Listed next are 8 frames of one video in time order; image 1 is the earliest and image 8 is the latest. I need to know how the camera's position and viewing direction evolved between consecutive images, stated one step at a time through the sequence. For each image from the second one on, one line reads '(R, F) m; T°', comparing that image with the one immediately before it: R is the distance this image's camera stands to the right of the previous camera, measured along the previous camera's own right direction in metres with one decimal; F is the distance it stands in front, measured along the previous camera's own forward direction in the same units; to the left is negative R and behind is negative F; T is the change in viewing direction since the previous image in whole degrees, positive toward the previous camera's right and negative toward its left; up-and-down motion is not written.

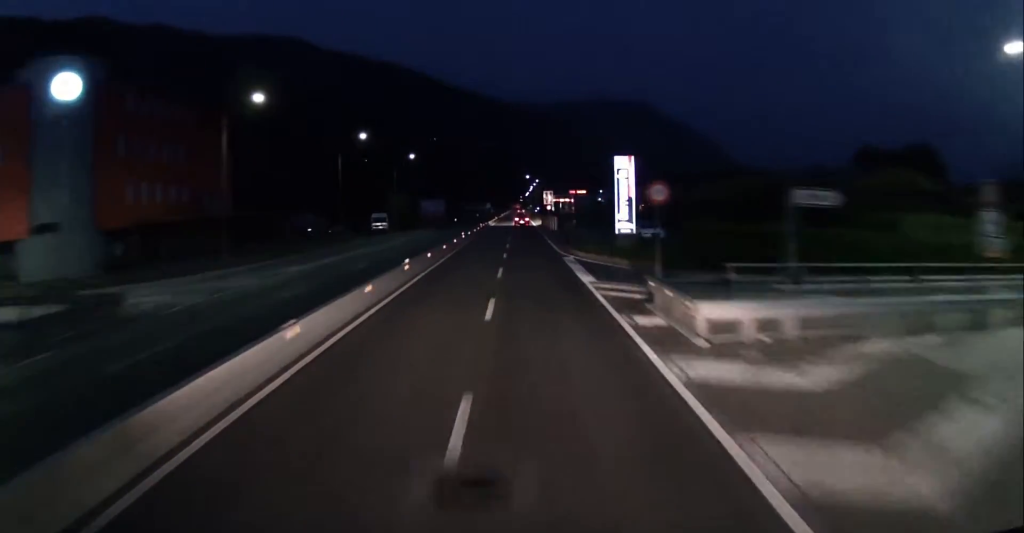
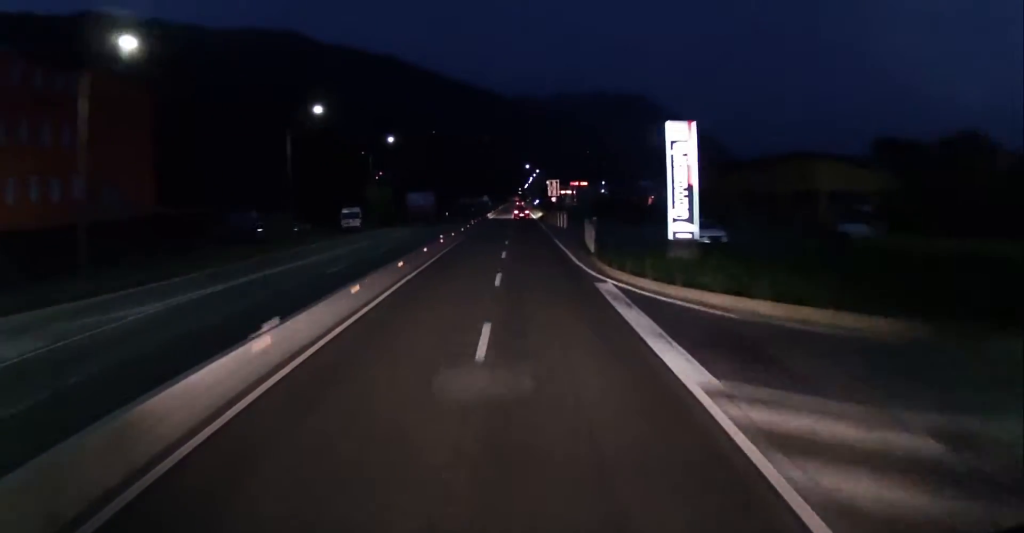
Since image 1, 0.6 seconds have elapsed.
(0.0, +14.3) m; 0°
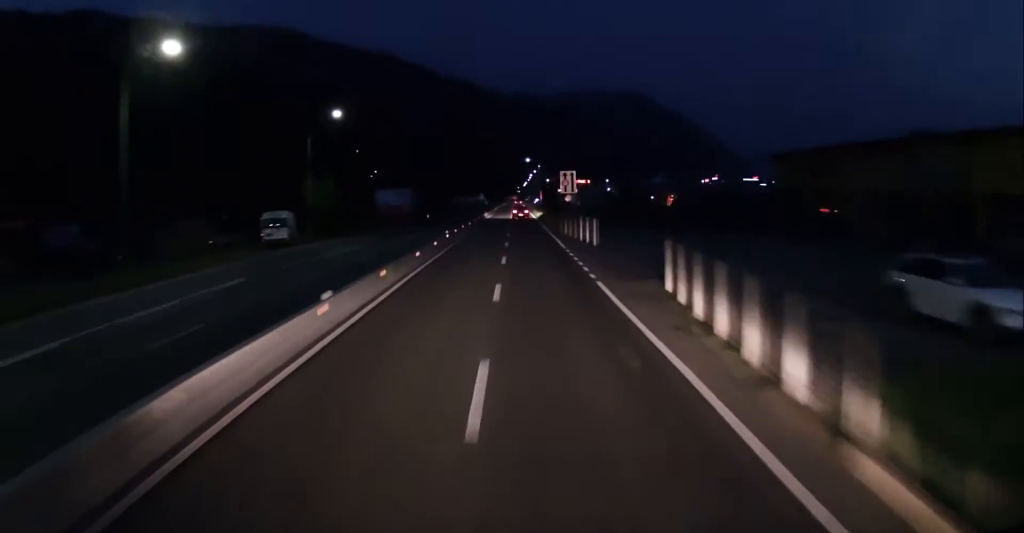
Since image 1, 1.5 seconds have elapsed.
(0.0, +22.2) m; 0°
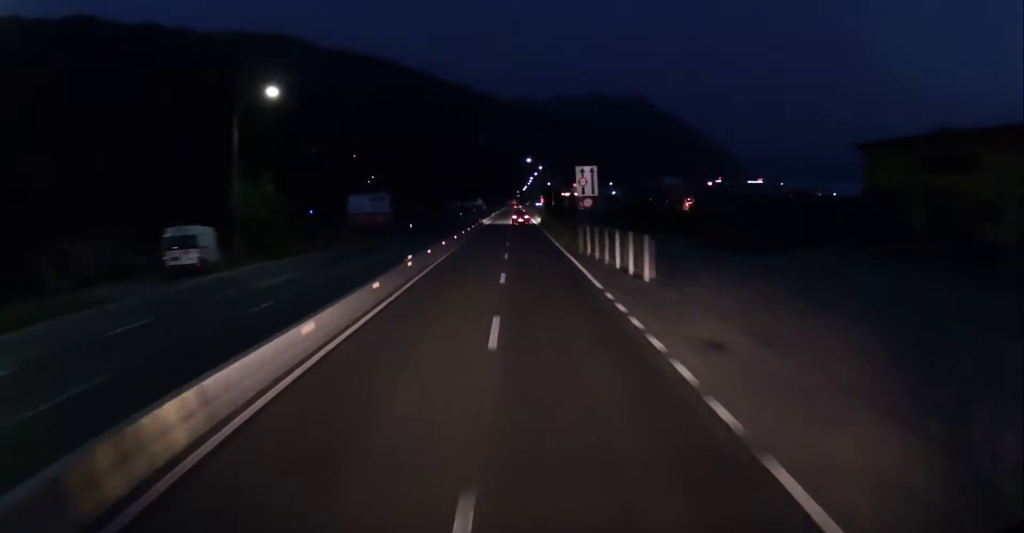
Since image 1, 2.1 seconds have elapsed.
(-0.1, +14.2) m; 0°
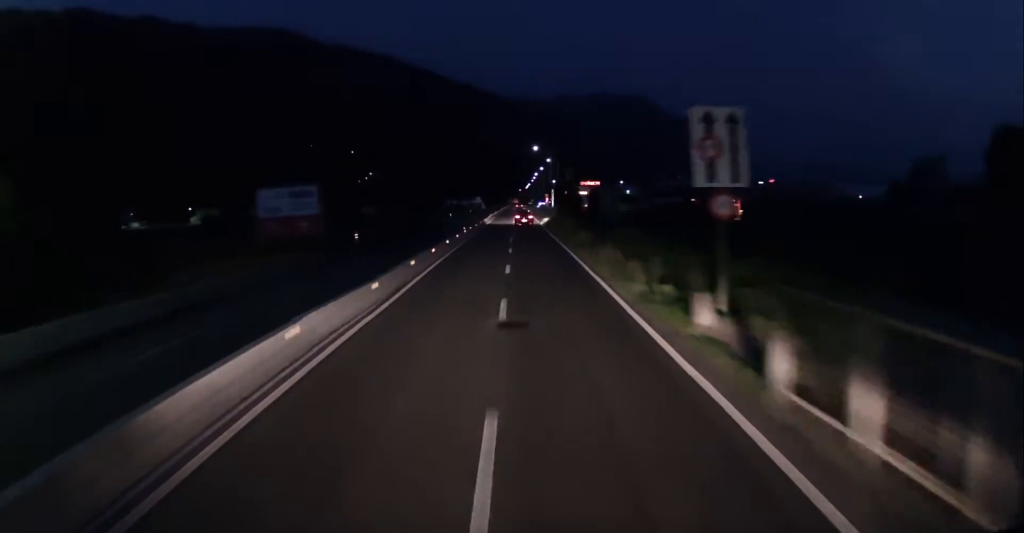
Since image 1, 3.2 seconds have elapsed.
(+0.1, +25.9) m; +1°
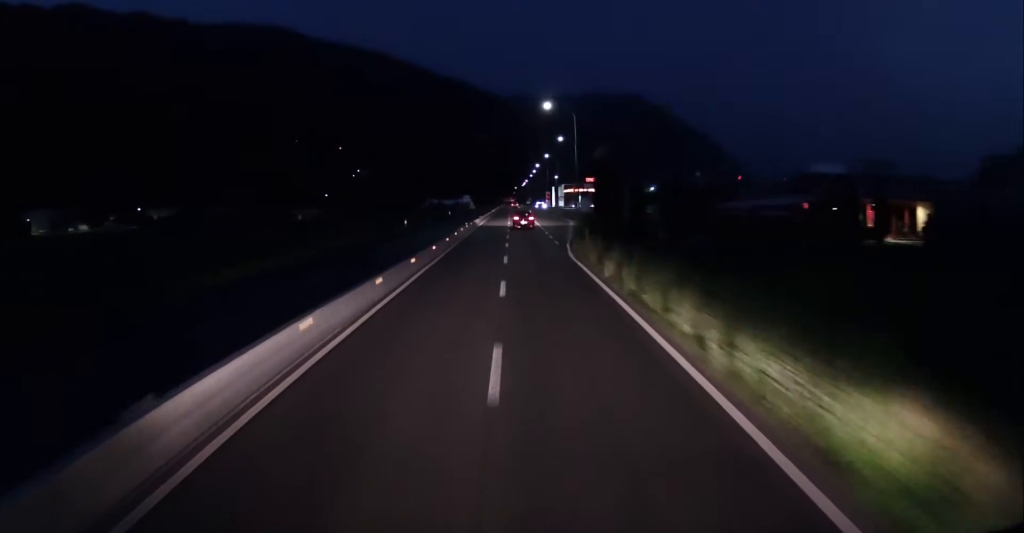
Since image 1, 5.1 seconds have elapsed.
(-0.2, +43.5) m; -1°
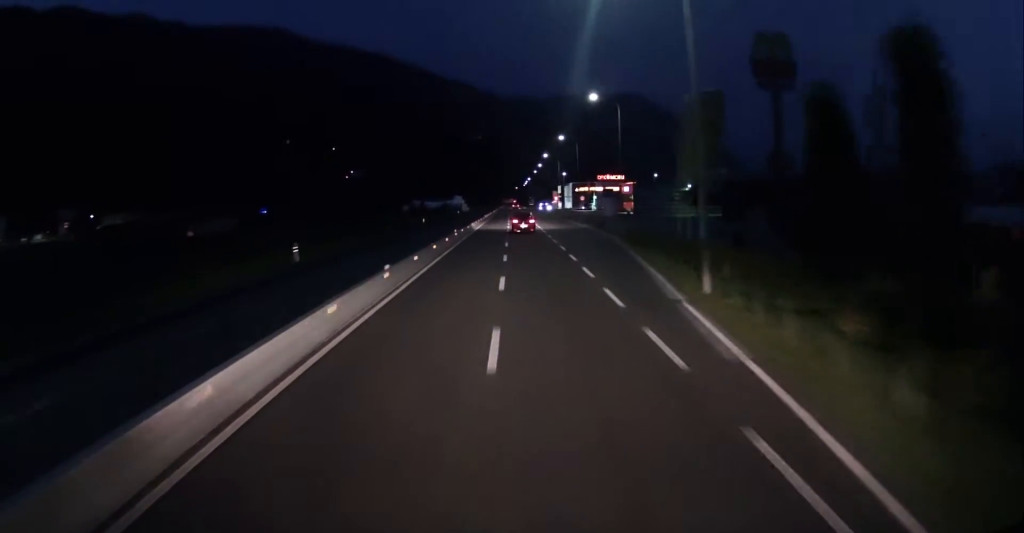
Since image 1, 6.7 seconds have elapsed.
(+0.4, +36.1) m; +1°
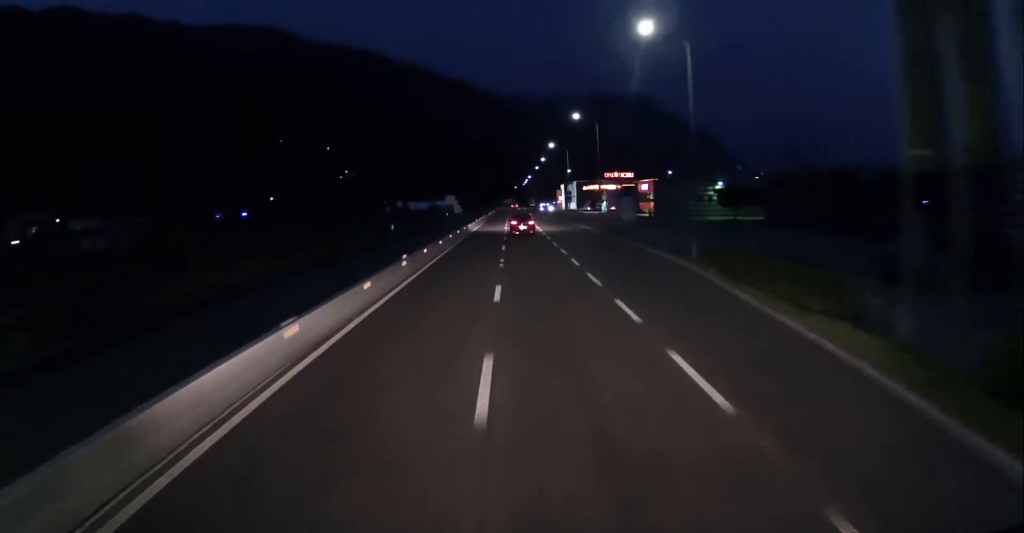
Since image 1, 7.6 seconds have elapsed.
(+0.1, +21.4) m; 0°
